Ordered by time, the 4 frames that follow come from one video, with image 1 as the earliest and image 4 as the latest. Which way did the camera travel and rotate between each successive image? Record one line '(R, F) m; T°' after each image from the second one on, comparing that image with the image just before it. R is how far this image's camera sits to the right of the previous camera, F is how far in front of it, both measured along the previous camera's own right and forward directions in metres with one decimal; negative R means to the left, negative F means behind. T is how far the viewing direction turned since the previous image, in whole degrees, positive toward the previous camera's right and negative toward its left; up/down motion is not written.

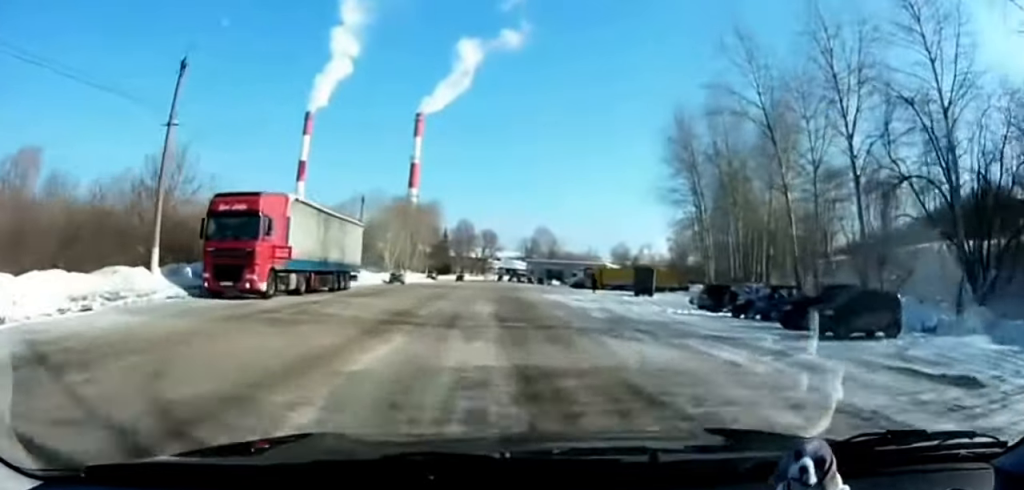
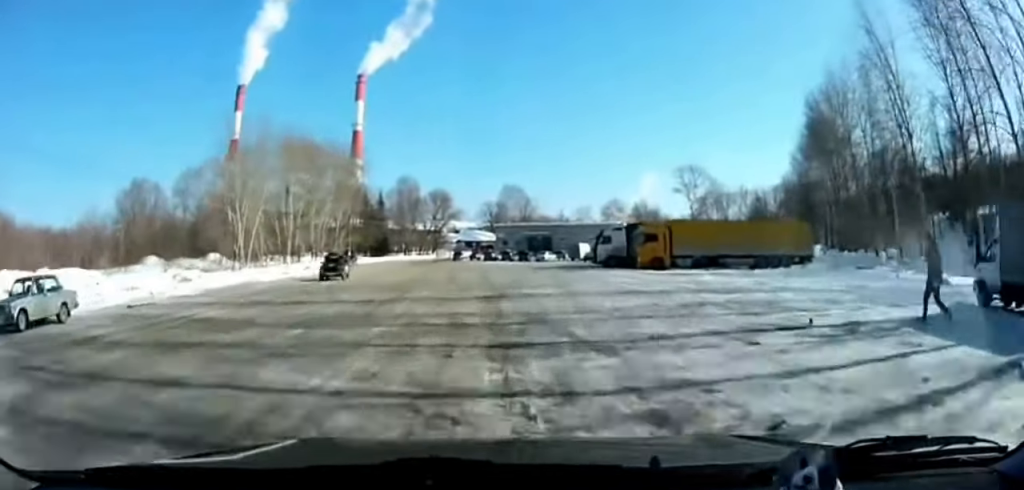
(+1.7, +51.1) m; +4°
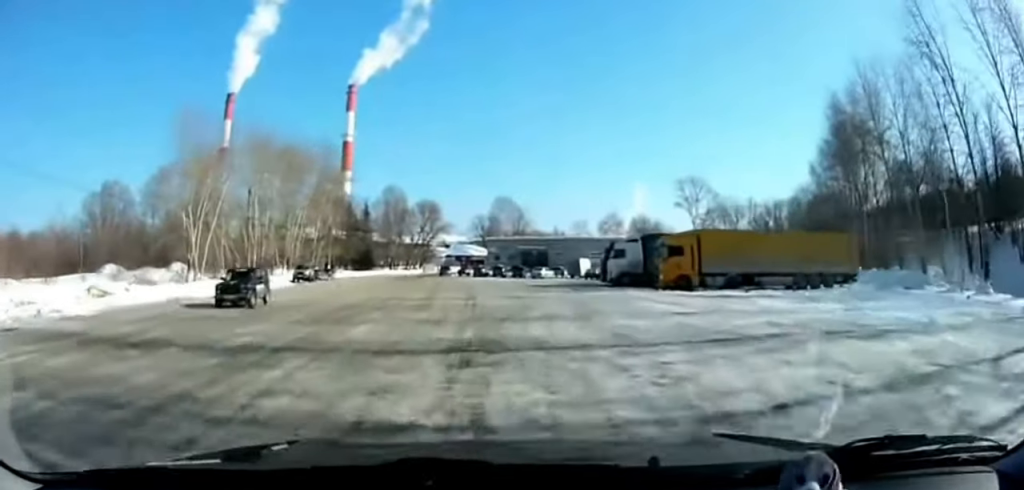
(0.0, +8.9) m; 0°
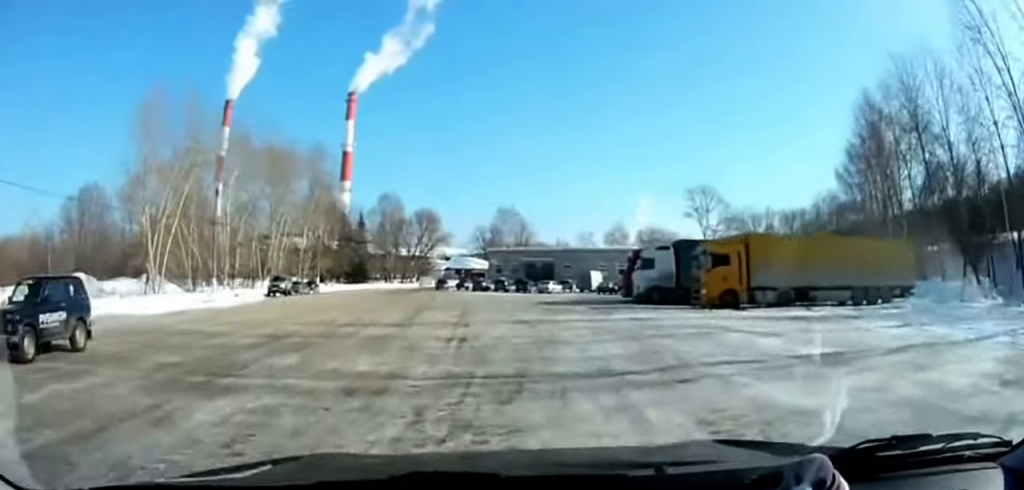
(0.0, +6.8) m; 0°
